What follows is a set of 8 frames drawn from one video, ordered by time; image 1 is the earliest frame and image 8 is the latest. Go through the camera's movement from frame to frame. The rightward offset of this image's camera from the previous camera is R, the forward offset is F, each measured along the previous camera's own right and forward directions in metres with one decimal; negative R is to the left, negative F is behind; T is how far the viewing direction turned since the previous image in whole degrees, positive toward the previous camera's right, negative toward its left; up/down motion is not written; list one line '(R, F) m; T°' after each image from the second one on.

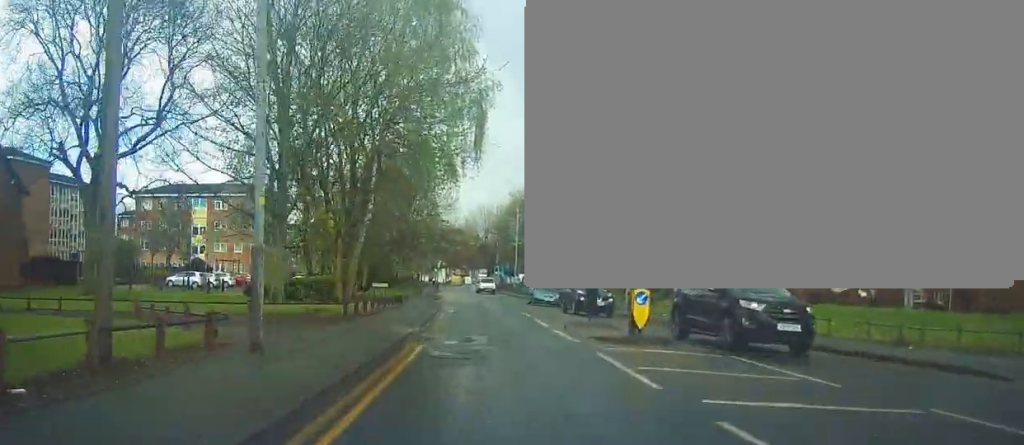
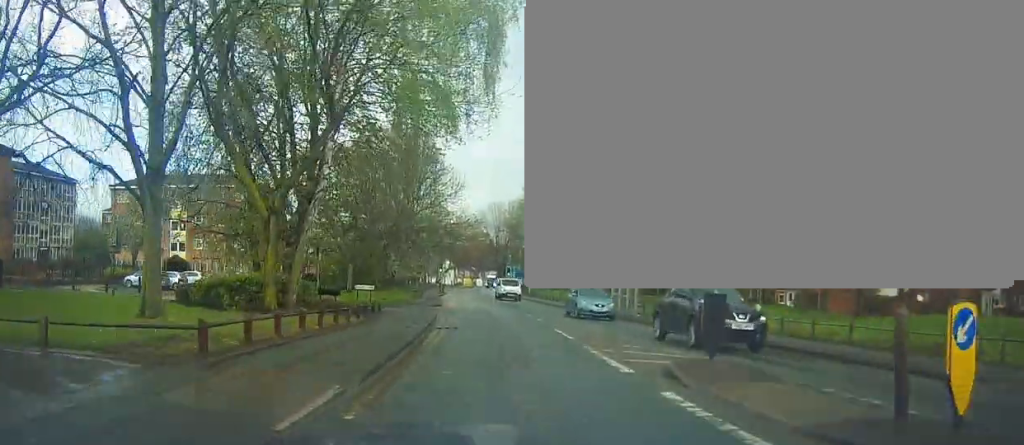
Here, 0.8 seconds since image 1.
(+0.2, +9.6) m; -1°
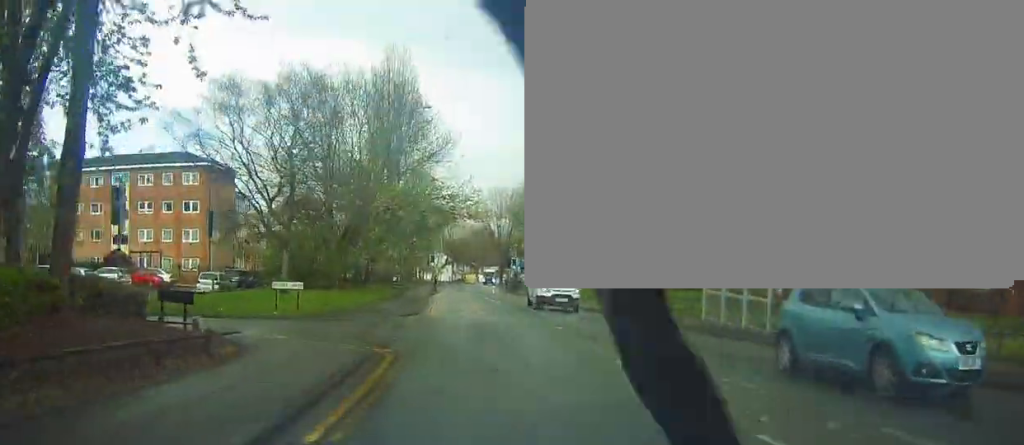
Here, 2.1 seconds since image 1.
(-0.6, +14.5) m; -1°
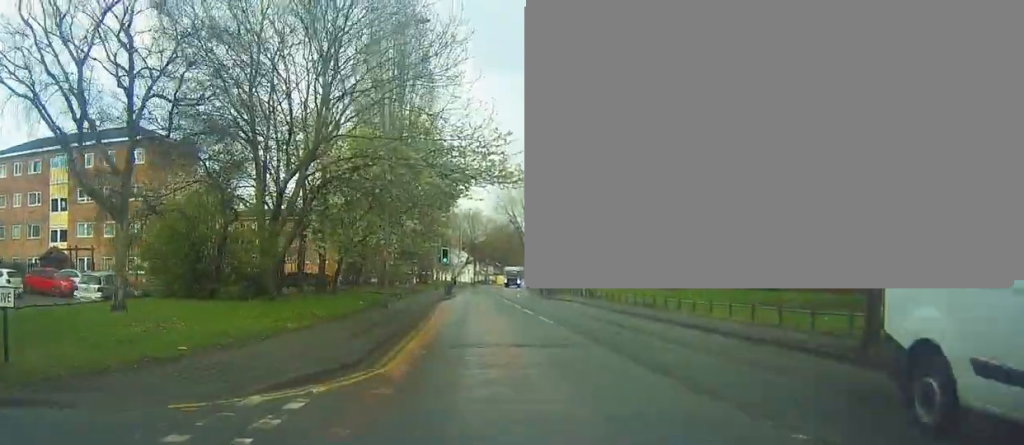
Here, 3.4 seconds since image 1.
(+0.5, +15.3) m; +1°
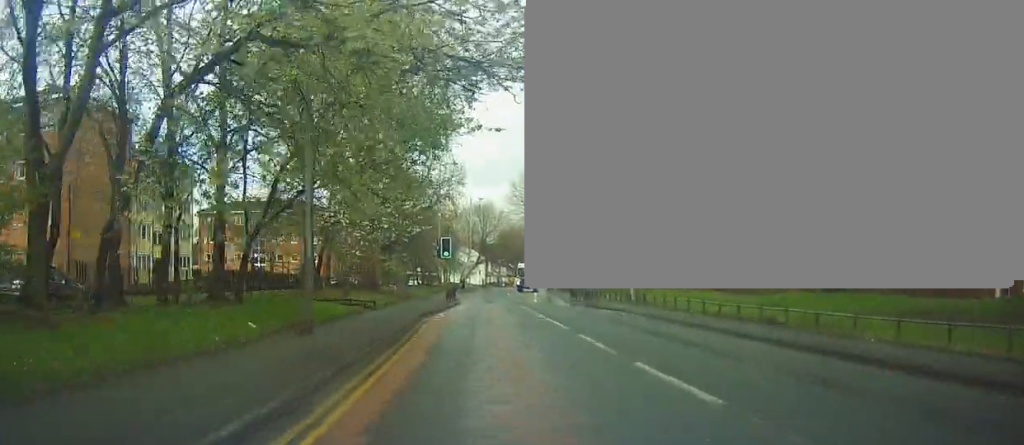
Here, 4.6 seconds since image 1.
(-0.5, +14.1) m; -5°
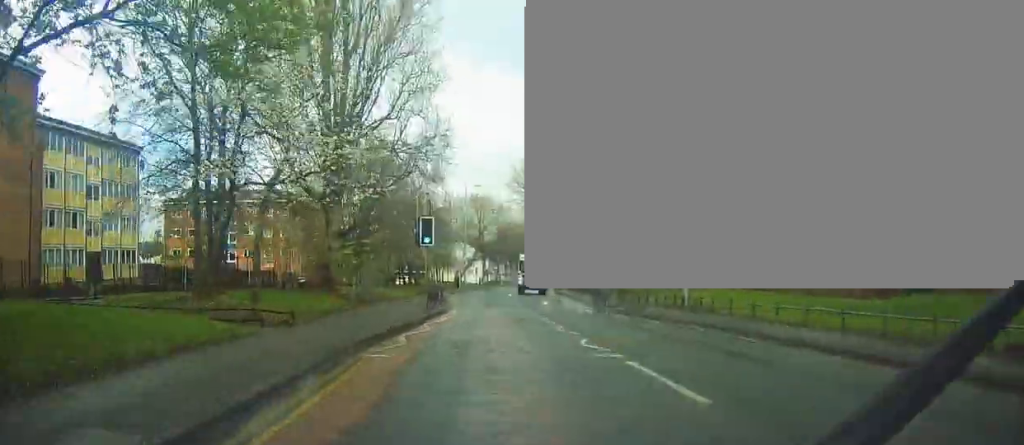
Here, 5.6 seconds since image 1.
(-0.4, +11.8) m; 0°
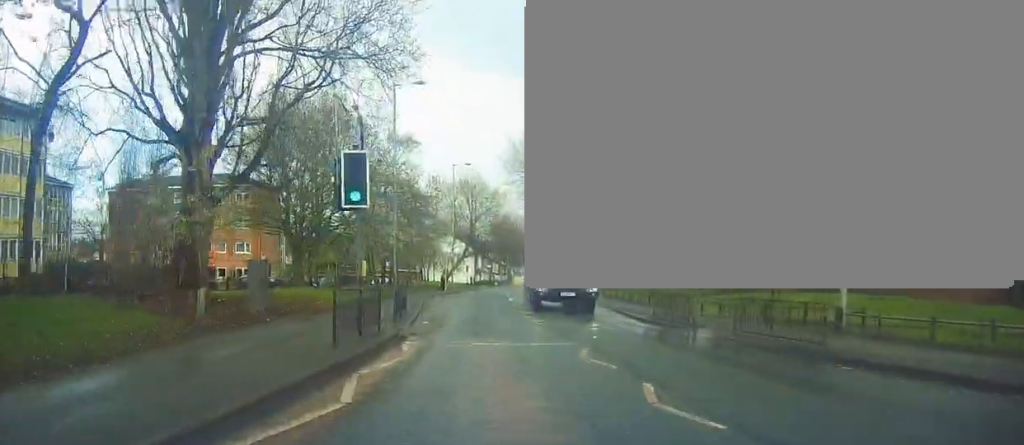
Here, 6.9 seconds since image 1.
(+0.6, +14.2) m; +2°
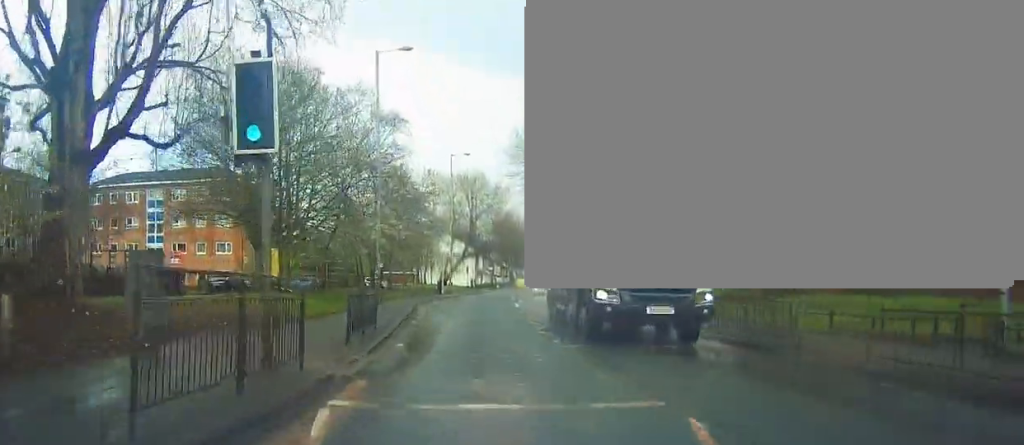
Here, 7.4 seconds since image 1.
(0.0, +6.1) m; 0°
